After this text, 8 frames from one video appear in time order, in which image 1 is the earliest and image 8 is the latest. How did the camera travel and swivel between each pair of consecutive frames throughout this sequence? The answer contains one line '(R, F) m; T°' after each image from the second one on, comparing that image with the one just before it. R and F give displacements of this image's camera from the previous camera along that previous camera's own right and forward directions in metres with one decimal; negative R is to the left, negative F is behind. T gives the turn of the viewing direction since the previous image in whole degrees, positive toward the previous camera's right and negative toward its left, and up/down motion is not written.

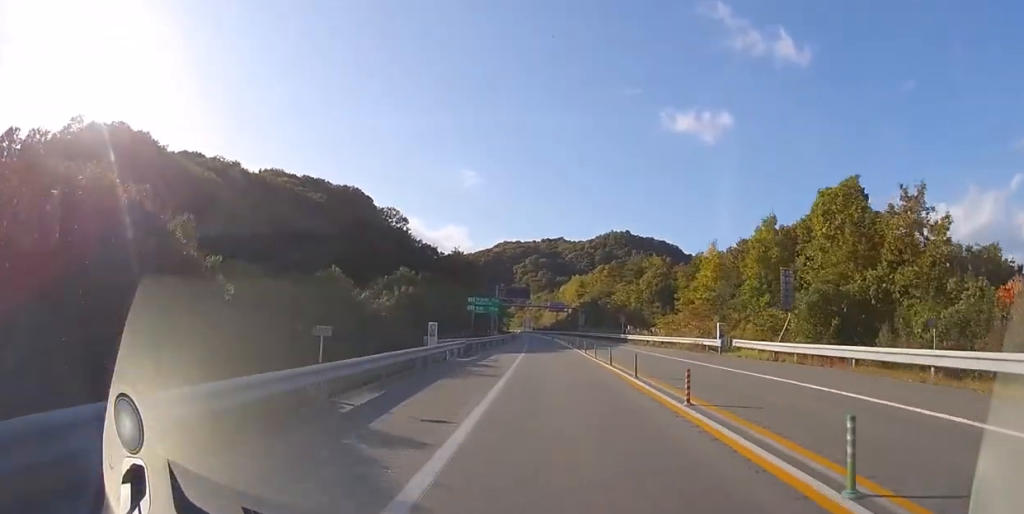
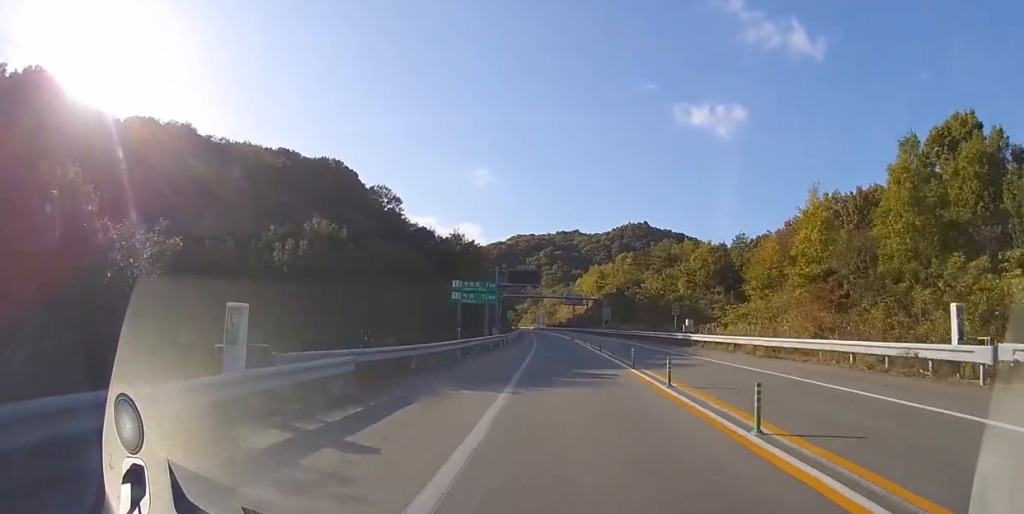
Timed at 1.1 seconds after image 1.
(-0.3, +17.2) m; -2°
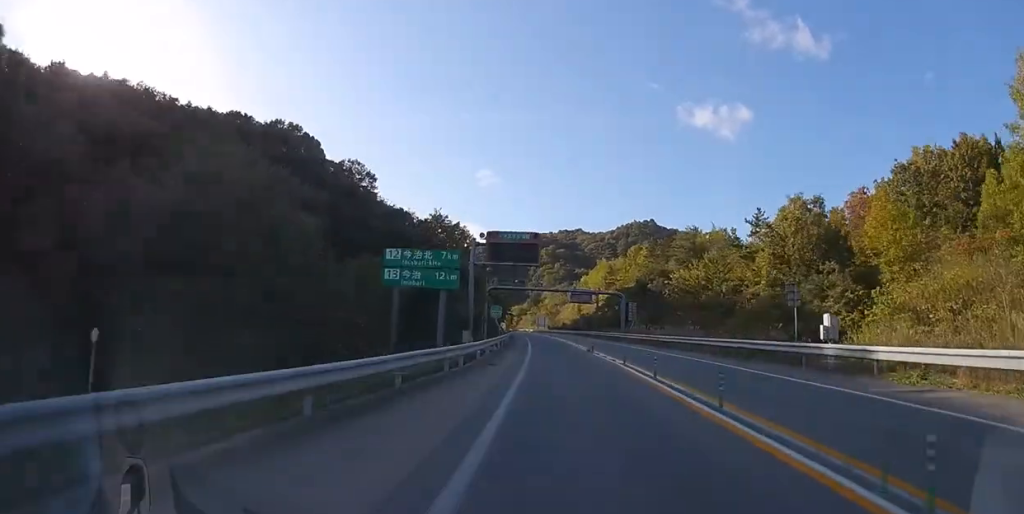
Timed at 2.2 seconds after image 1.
(-0.2, +17.9) m; -1°
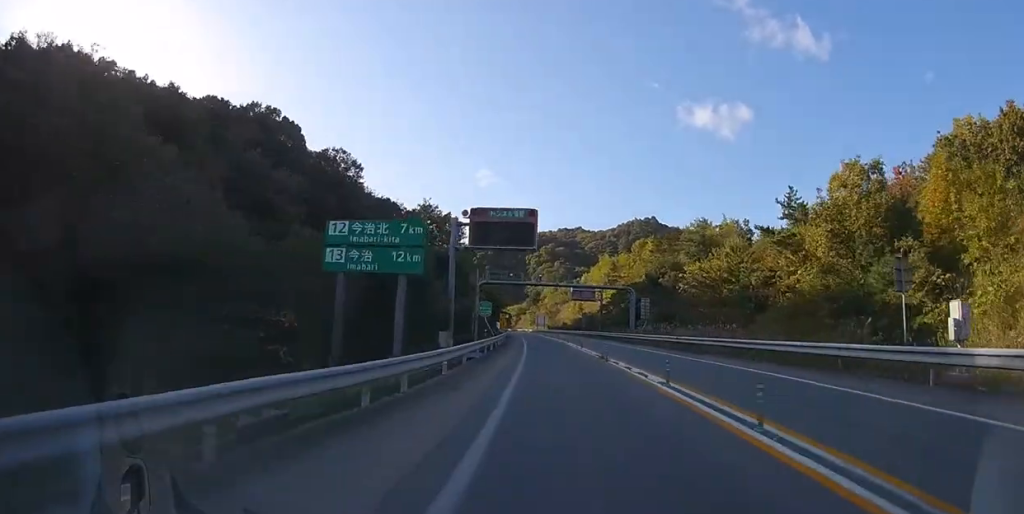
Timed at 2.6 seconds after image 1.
(0.0, +7.1) m; 0°
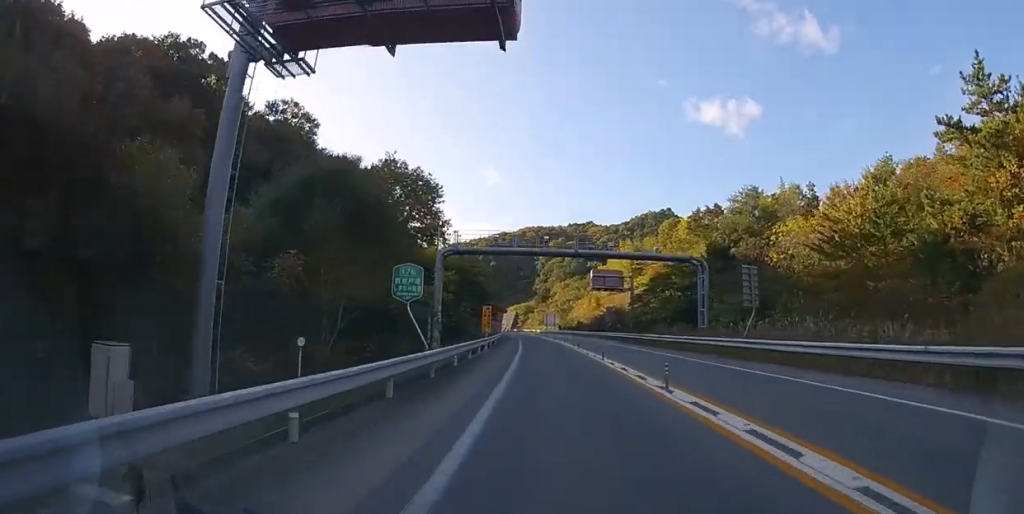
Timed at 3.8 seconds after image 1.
(-0.1, +20.2) m; -1°
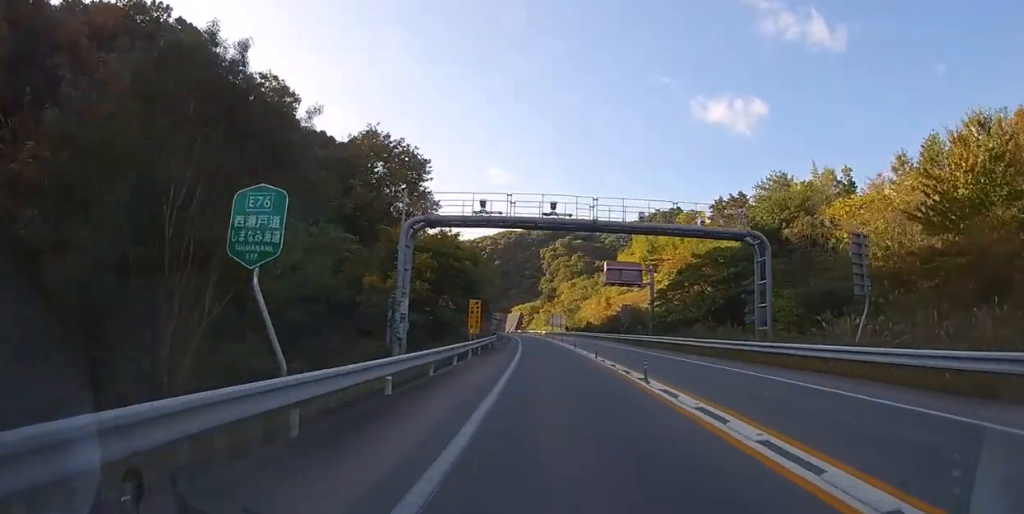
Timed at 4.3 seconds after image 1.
(0.0, +8.3) m; 0°
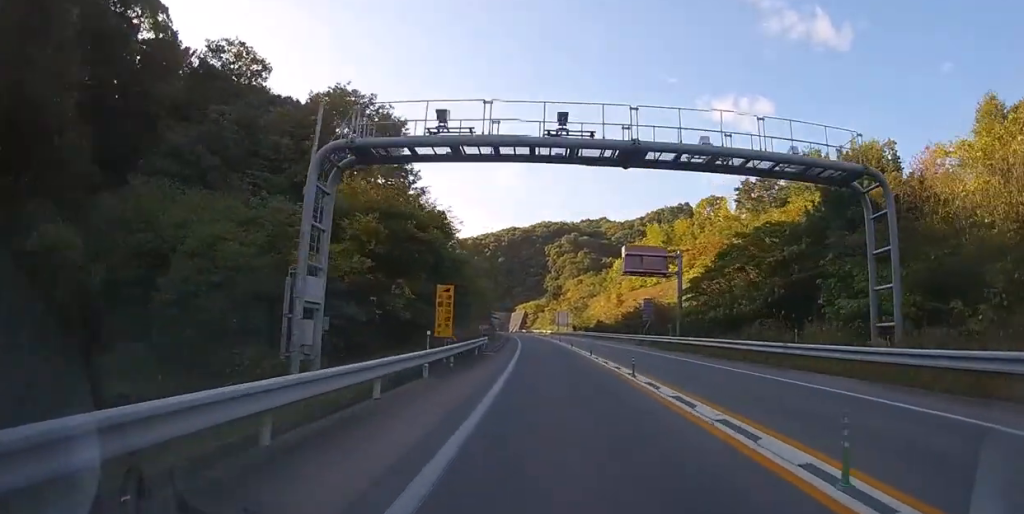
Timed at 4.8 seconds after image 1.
(0.0, +8.3) m; -1°
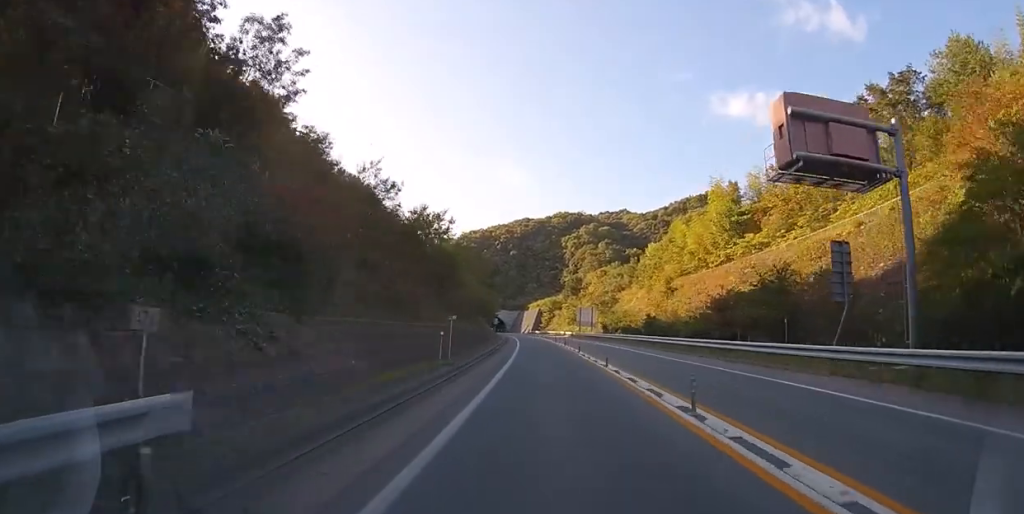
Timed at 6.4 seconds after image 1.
(-0.7, +26.1) m; -3°
